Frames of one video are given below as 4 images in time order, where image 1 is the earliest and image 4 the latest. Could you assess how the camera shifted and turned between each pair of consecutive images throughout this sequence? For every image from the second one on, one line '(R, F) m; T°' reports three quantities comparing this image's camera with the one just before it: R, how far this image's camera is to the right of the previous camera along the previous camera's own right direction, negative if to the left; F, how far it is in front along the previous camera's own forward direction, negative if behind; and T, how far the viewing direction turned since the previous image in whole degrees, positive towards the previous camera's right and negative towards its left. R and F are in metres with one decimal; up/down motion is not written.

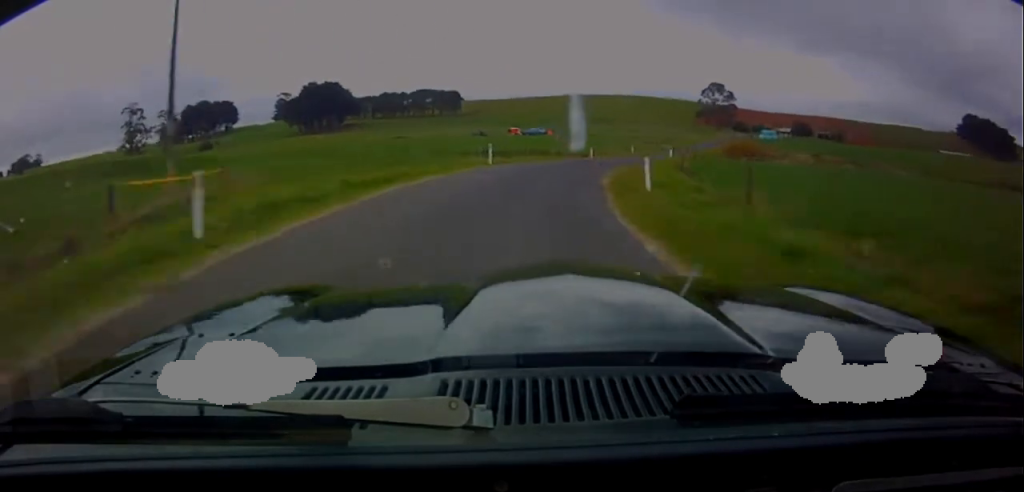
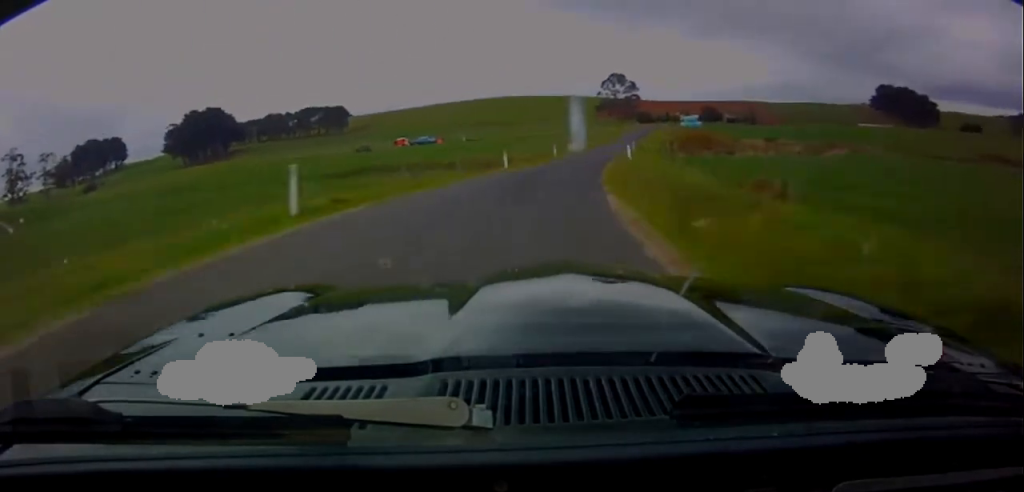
(+1.8, +19.4) m; +6°
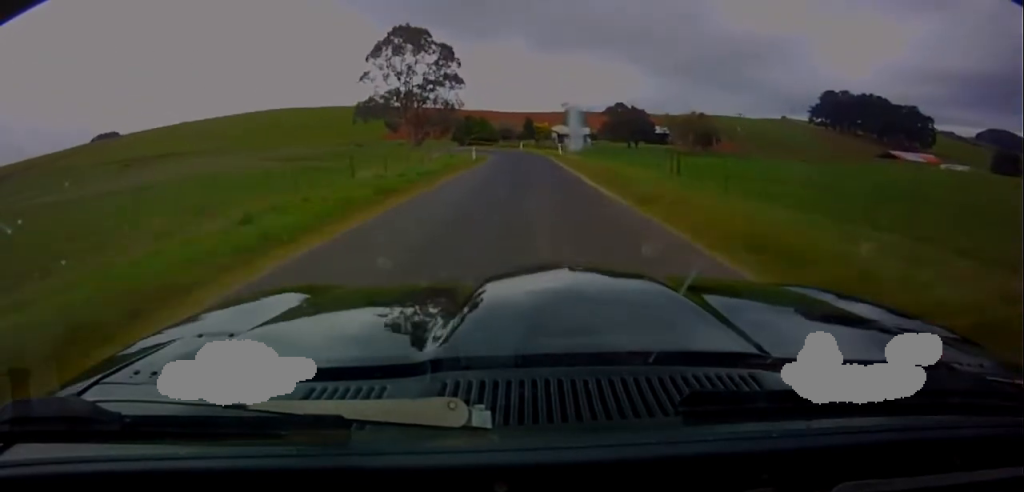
(+28.8, +173.8) m; +10°
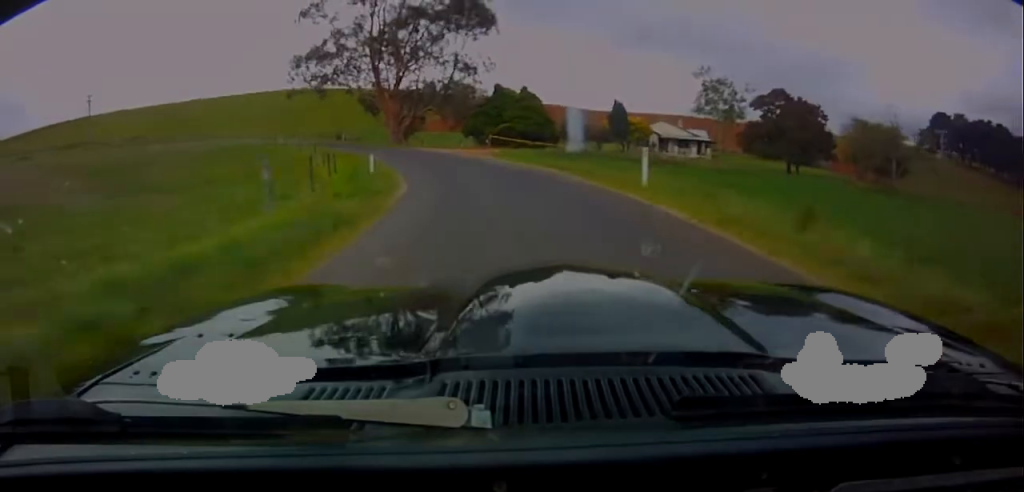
(-4.2, +53.4) m; -15°
